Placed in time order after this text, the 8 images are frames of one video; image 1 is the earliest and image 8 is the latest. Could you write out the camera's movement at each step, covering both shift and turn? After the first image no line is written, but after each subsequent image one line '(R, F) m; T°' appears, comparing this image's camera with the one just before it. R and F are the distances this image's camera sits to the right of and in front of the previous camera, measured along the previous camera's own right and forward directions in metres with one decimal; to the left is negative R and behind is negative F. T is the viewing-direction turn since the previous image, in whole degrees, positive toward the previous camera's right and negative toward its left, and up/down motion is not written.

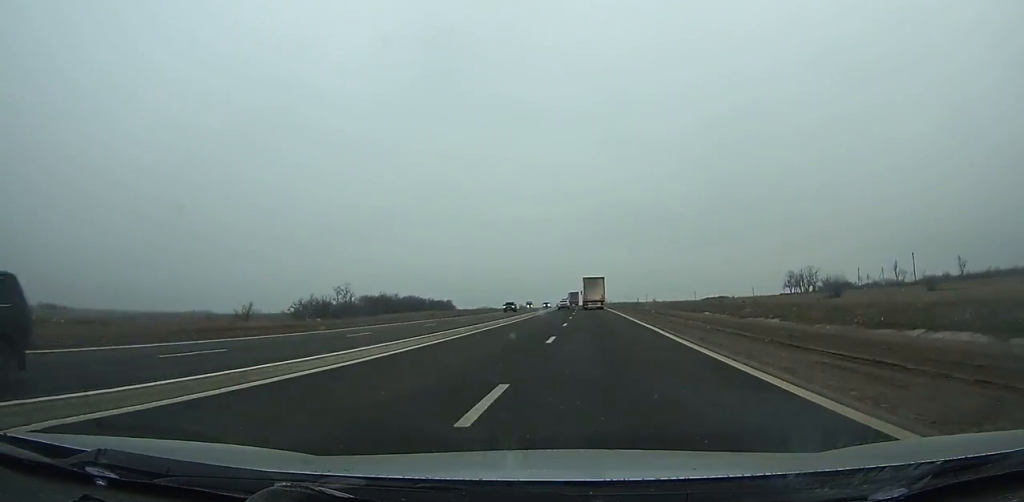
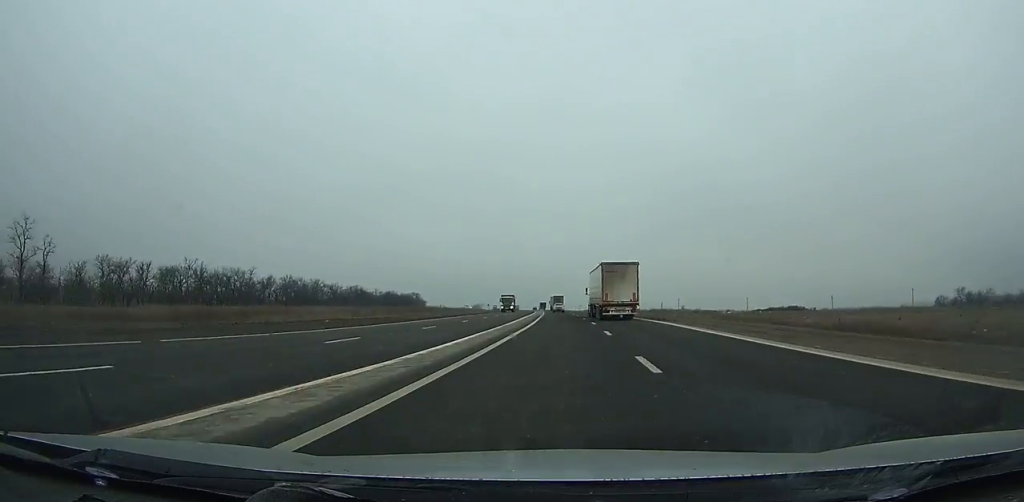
(-1.8, +115.4) m; -2°
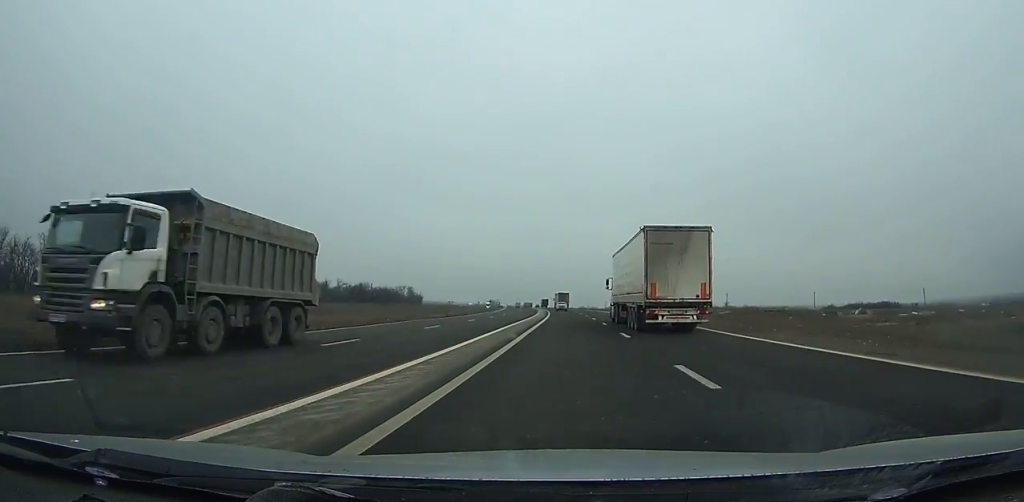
(-1.0, +63.2) m; -2°
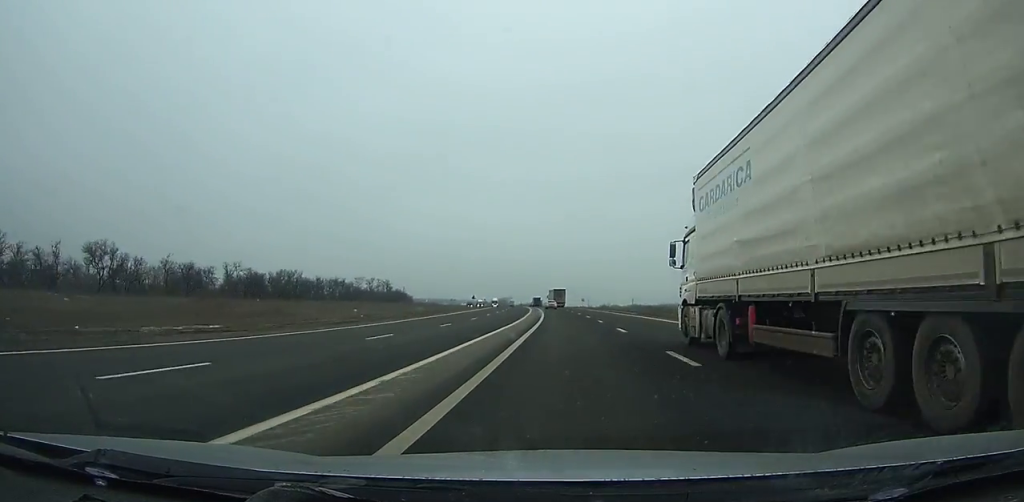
(-1.4, +69.6) m; -2°
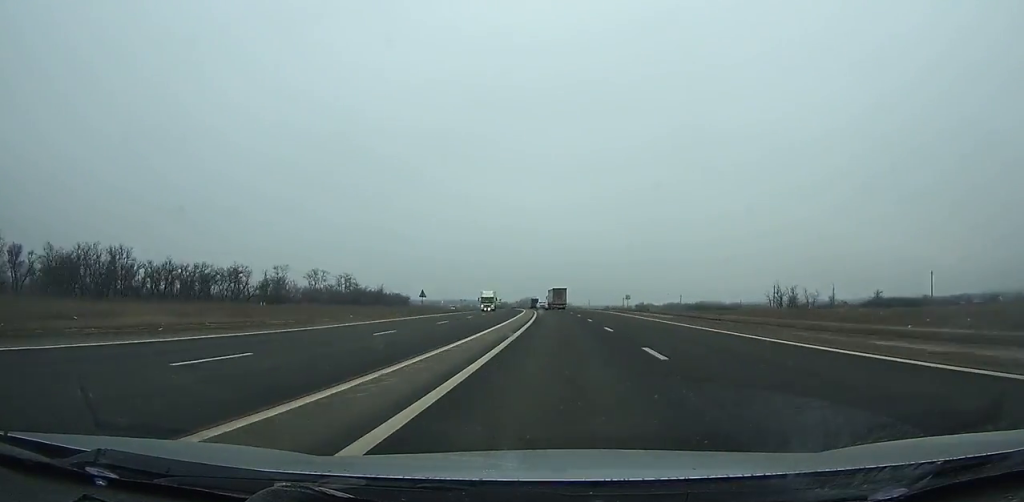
(-1.6, +70.7) m; -3°
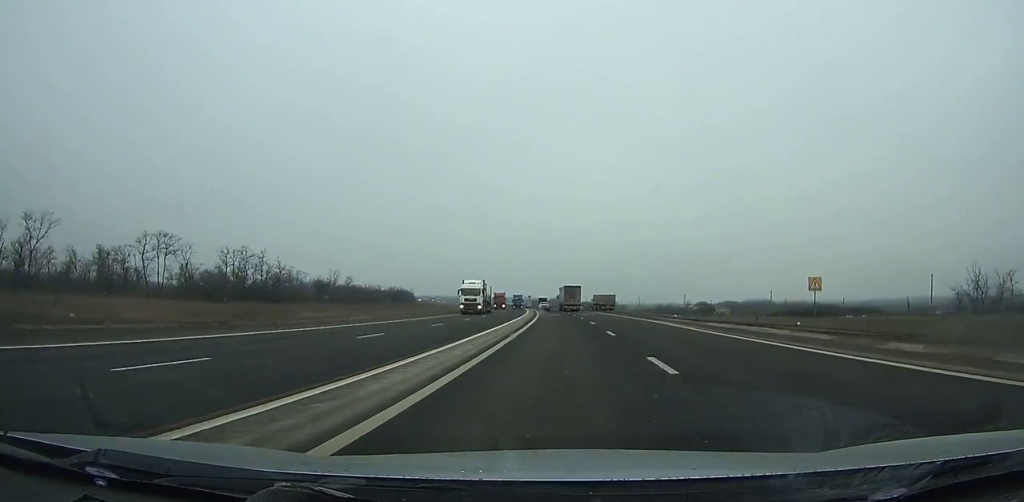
(-1.9, +74.3) m; -3°
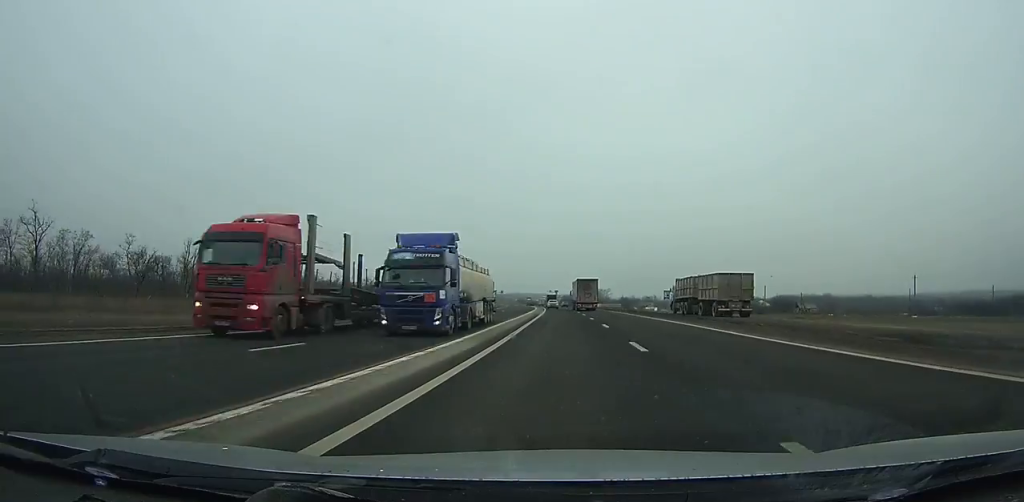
(-1.5, +66.8) m; -3°
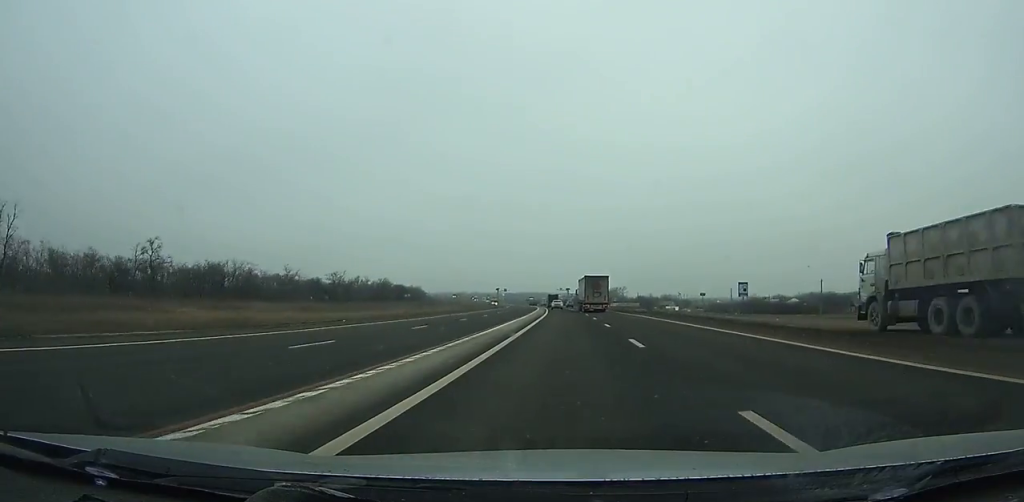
(-0.5, +34.7) m; -1°
